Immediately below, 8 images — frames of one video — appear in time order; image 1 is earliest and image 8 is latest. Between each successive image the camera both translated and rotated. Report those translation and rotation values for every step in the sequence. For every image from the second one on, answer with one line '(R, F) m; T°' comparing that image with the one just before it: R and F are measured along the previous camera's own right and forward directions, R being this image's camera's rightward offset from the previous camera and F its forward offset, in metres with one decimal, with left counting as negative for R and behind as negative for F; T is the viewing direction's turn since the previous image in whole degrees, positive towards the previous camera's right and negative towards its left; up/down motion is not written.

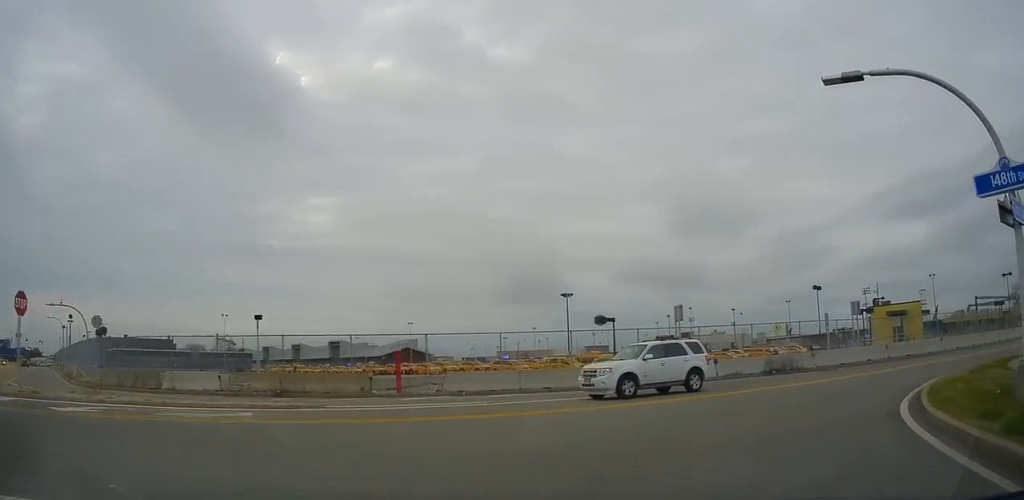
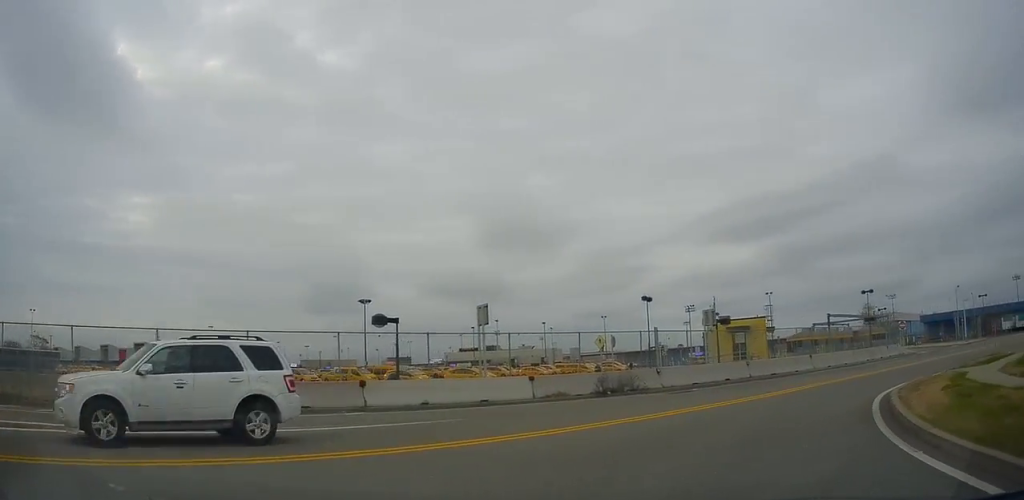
(+0.7, +8.1) m; +15°
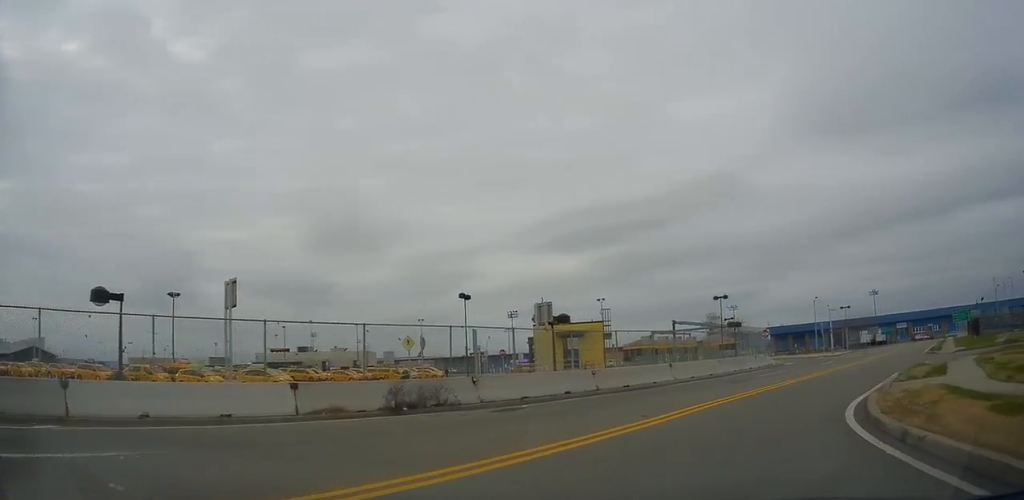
(+1.2, +6.6) m; +22°
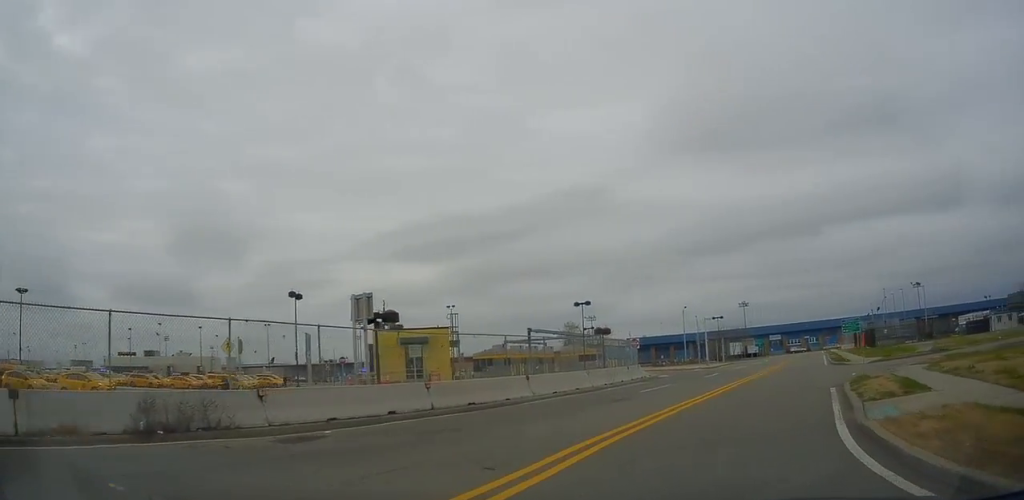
(+0.8, +4.9) m; +17°
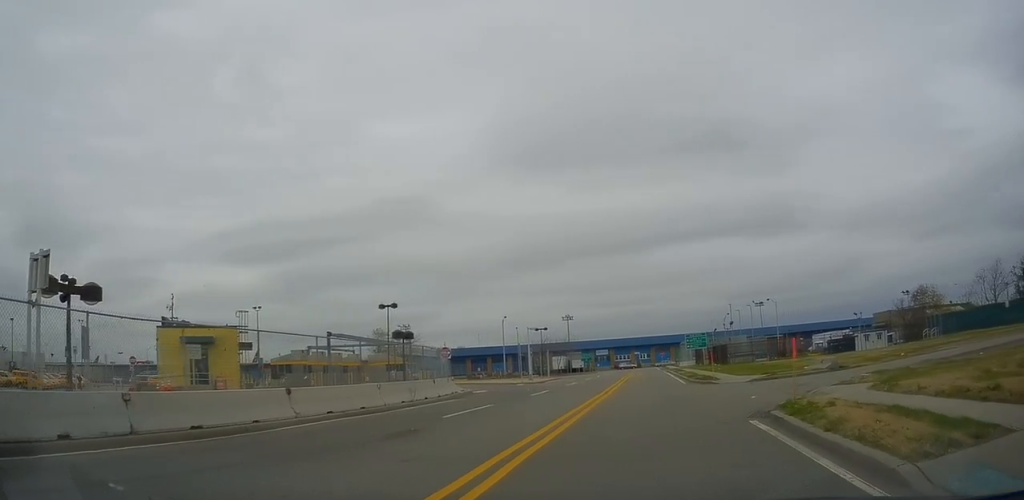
(+1.1, +6.3) m; +18°
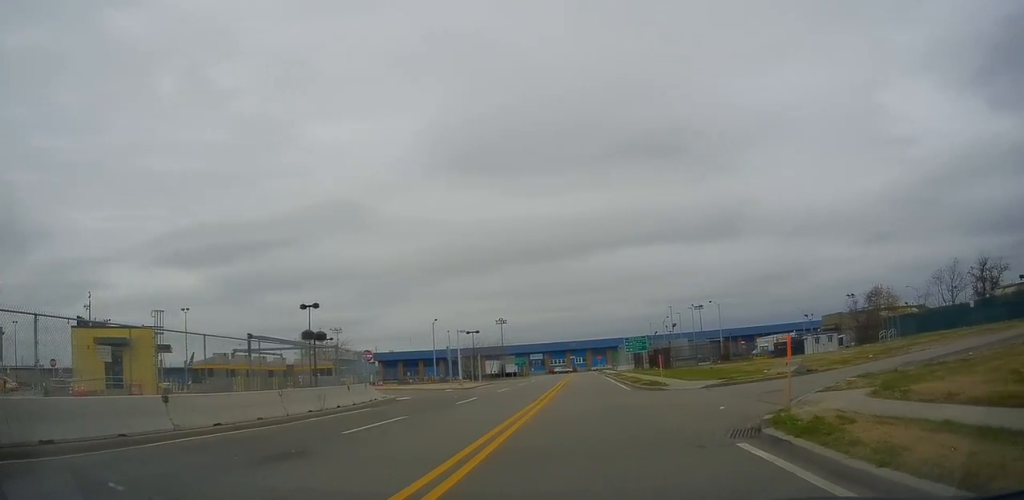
(0.0, +3.1) m; +8°
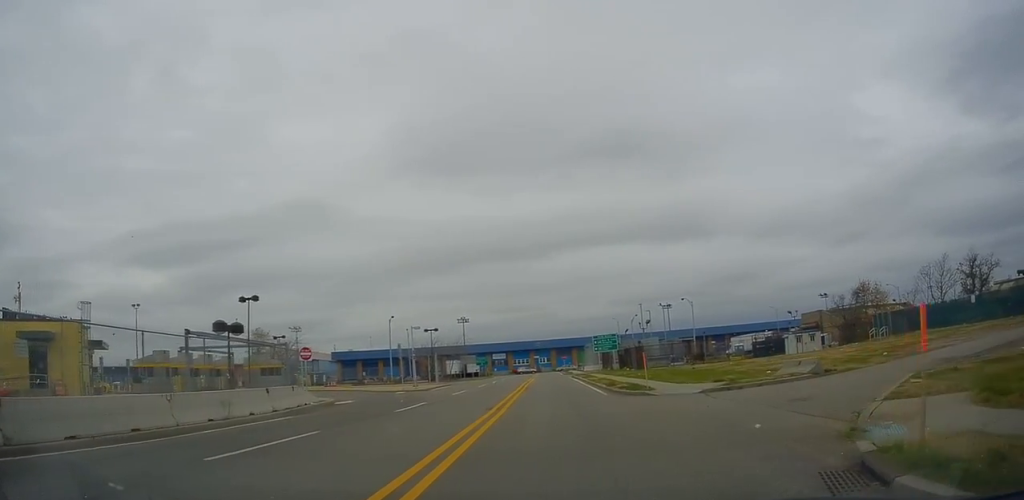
(+0.7, +4.6) m; +11°
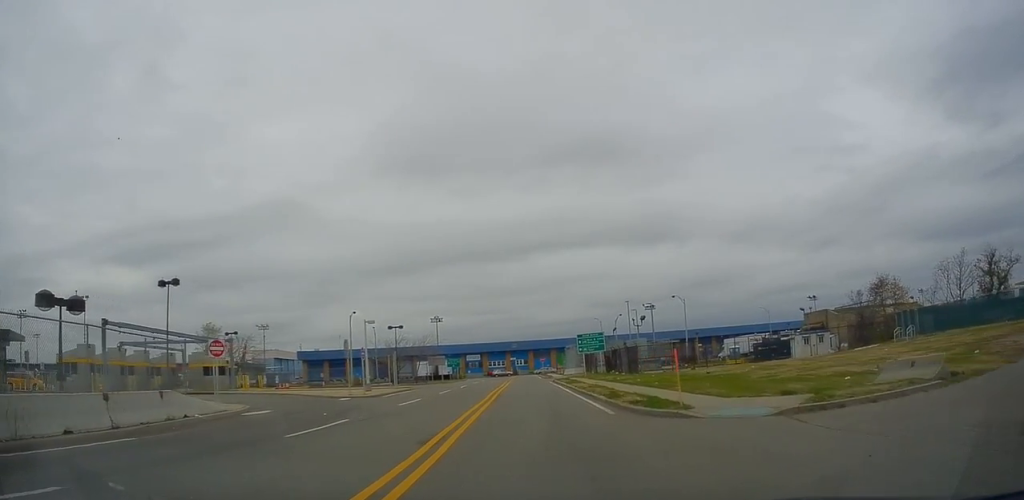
(+1.0, +8.1) m; +14°
